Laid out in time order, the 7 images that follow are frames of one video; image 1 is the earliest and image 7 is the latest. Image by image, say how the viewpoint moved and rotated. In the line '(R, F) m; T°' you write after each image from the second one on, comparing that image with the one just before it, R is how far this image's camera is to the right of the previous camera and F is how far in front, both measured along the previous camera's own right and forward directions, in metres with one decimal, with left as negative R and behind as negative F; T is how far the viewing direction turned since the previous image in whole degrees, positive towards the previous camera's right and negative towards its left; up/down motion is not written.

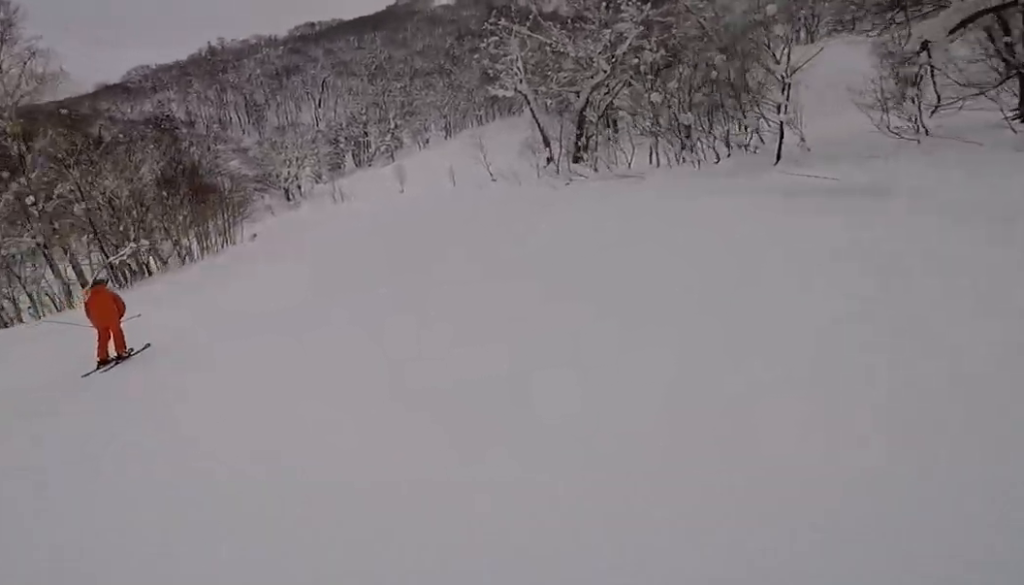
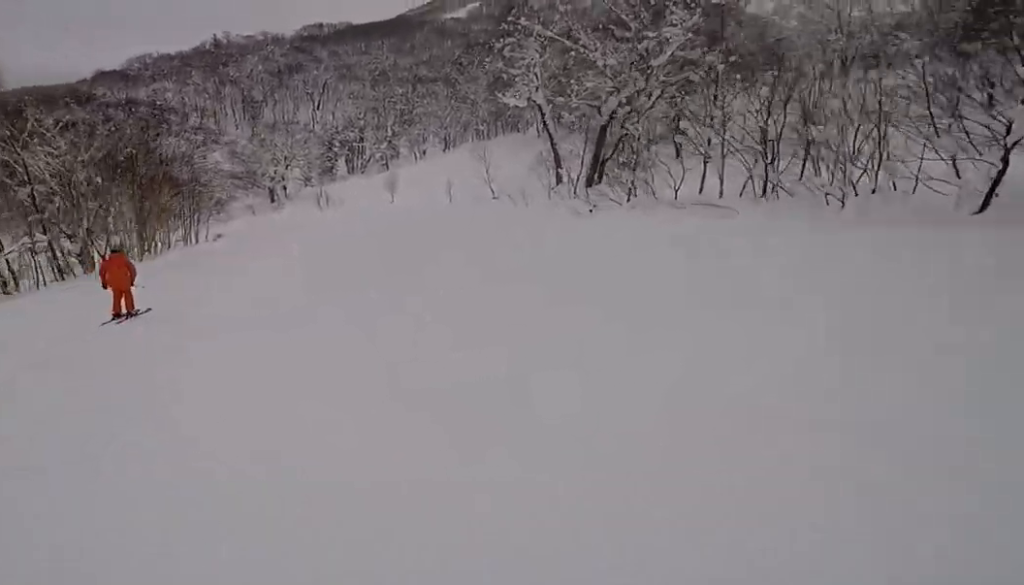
(0.0, +5.5) m; 0°
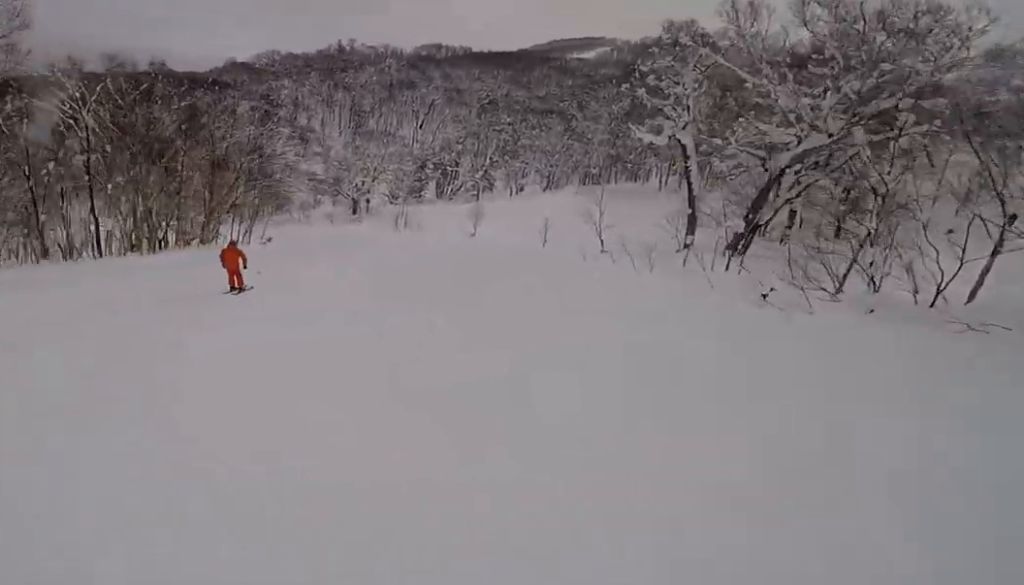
(0.0, +7.4) m; -1°
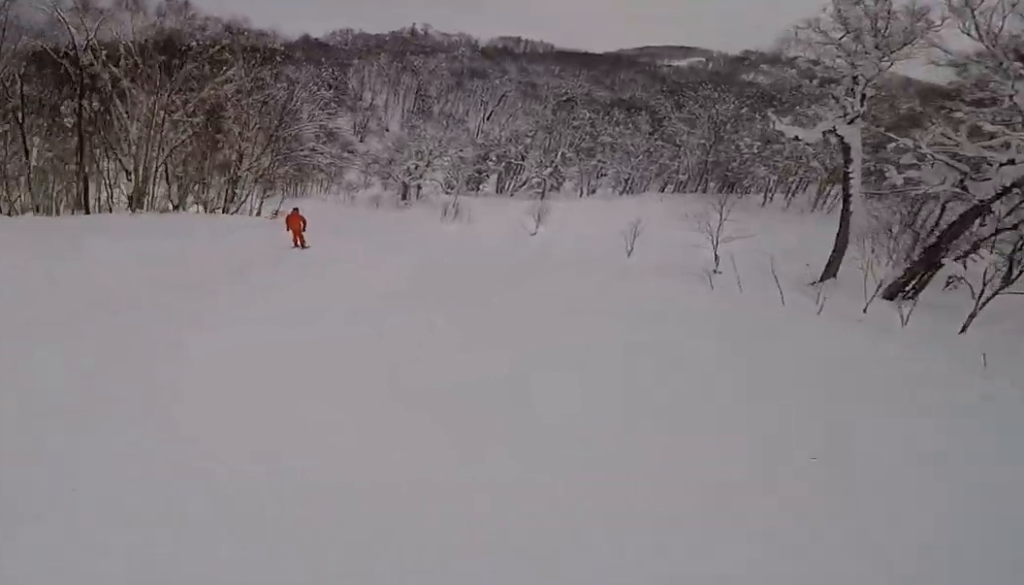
(+0.1, +8.2) m; -2°
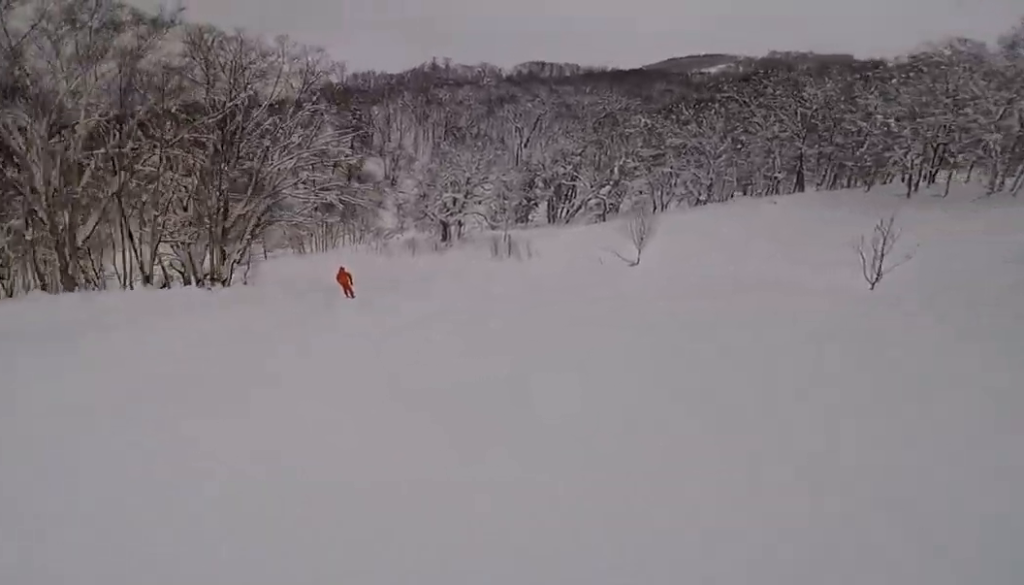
(-0.6, +13.9) m; -4°
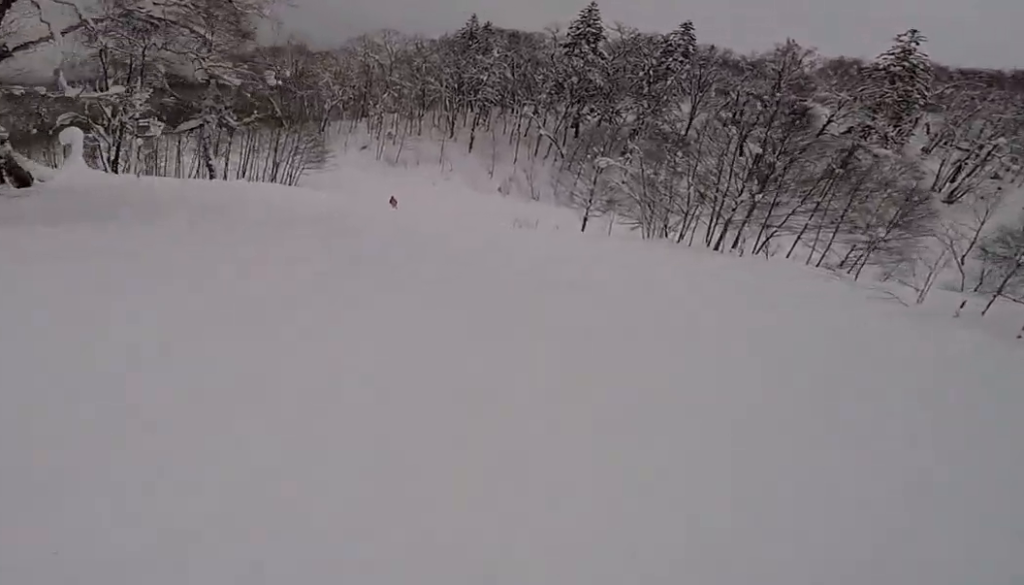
(-20.4, +54.8) m; -48°
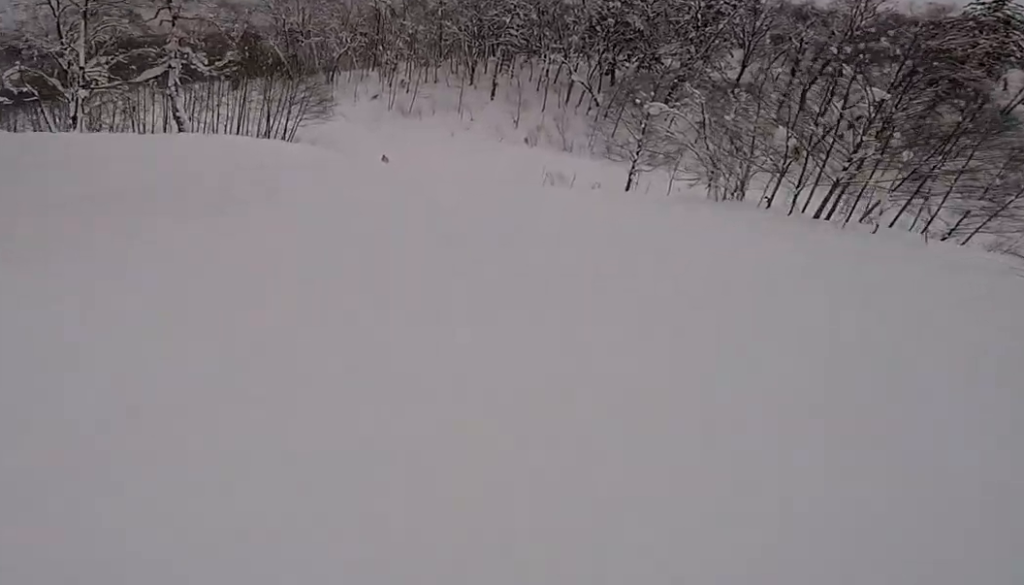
(0.0, +7.5) m; -1°
